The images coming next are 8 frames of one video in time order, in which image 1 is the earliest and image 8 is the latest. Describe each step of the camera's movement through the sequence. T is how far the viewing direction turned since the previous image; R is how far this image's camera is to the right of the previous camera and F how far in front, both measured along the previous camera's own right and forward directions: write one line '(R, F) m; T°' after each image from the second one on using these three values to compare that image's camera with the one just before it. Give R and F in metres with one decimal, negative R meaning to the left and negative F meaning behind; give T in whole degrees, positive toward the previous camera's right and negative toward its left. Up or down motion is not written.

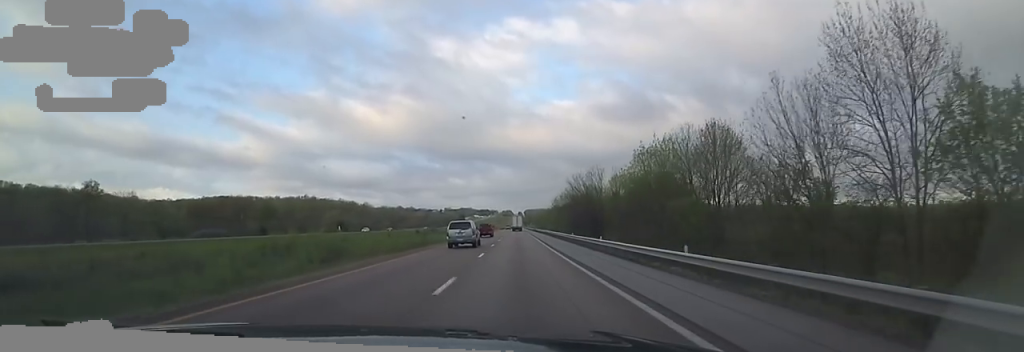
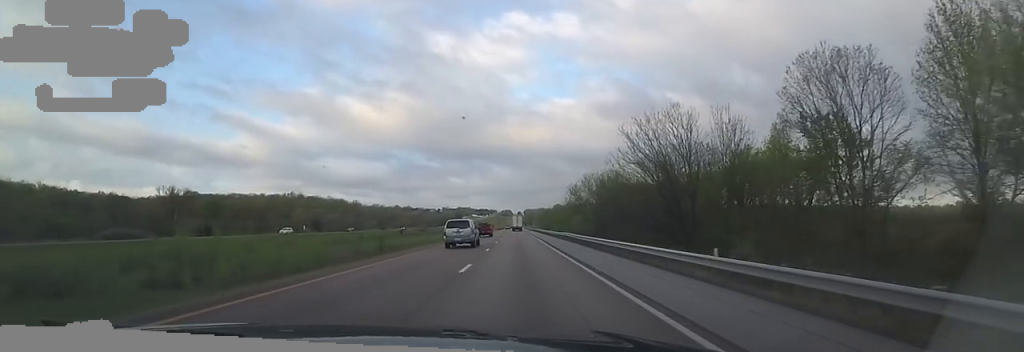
(+0.1, +33.4) m; 0°
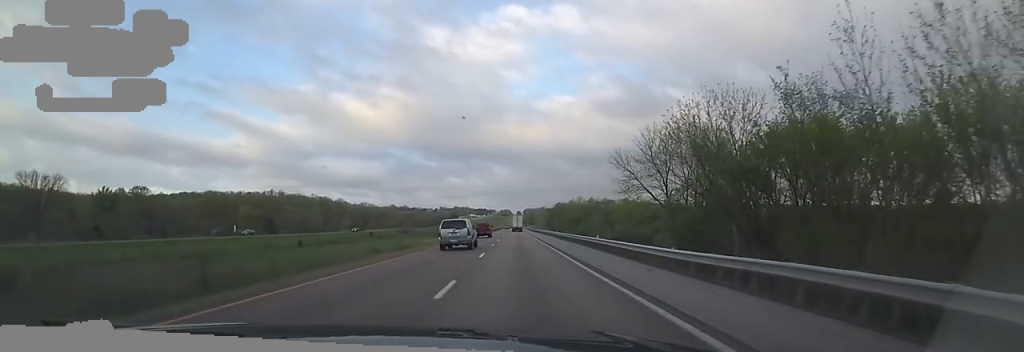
(0.0, +42.2) m; 0°
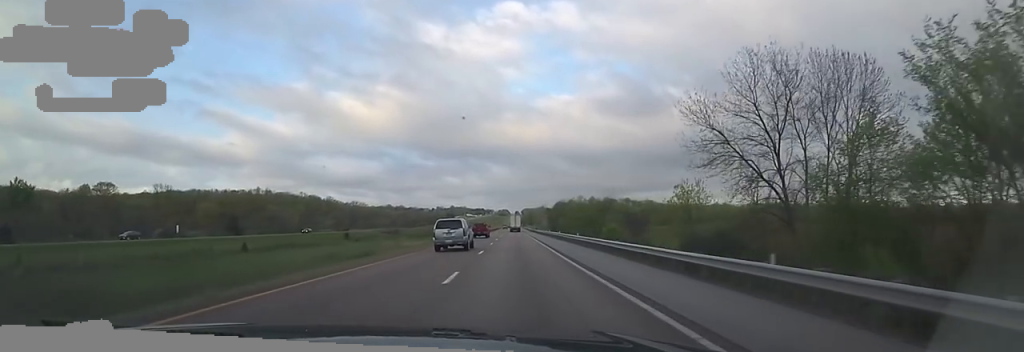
(+0.3, +21.8) m; 0°
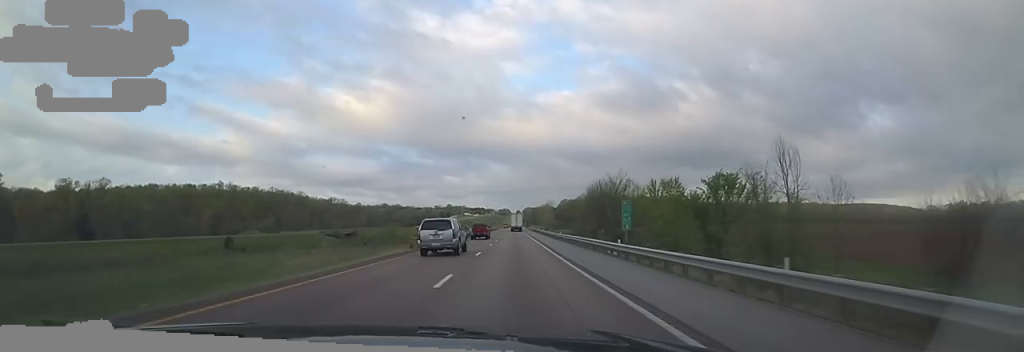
(-1.0, +60.7) m; -1°
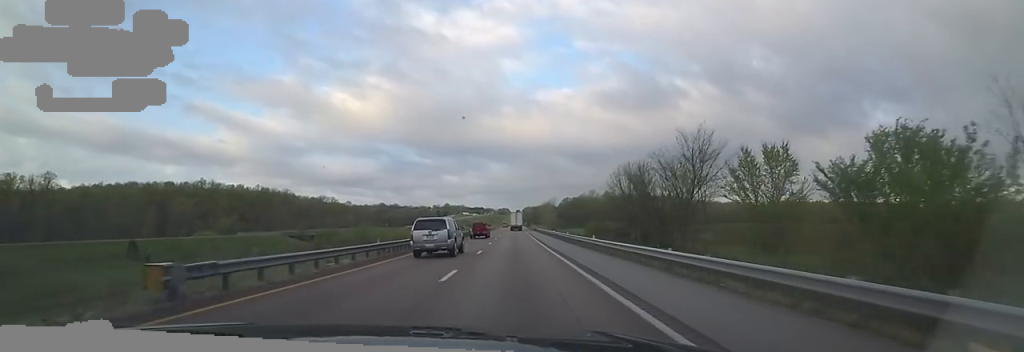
(+0.1, +23.1) m; 0°
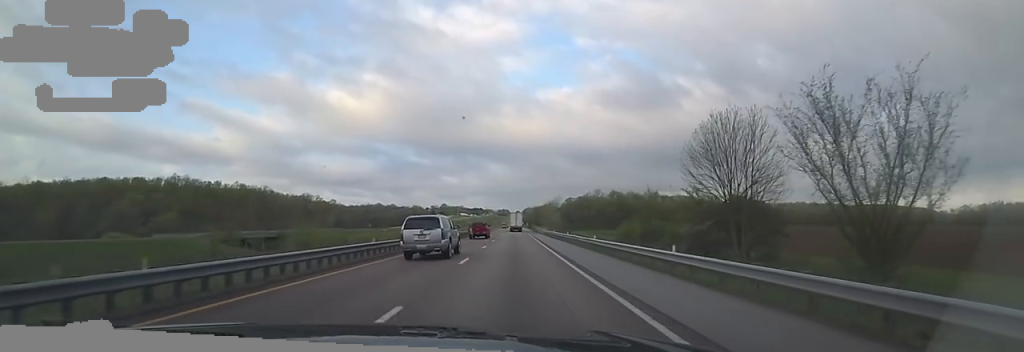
(-0.1, +31.5) m; 0°
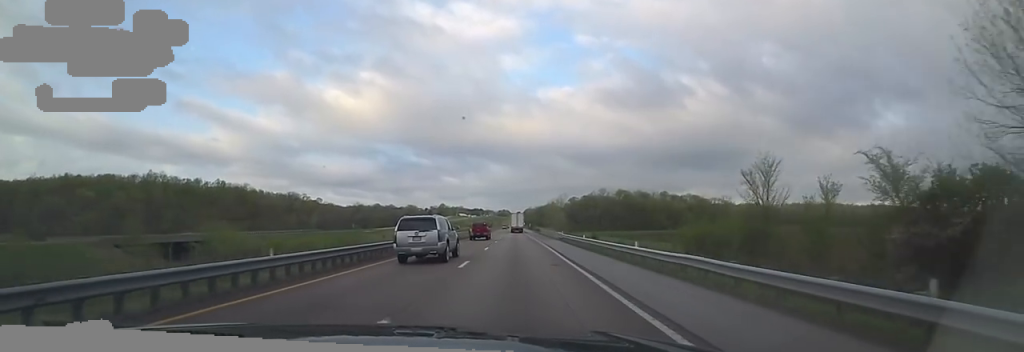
(-0.1, +25.8) m; +1°
